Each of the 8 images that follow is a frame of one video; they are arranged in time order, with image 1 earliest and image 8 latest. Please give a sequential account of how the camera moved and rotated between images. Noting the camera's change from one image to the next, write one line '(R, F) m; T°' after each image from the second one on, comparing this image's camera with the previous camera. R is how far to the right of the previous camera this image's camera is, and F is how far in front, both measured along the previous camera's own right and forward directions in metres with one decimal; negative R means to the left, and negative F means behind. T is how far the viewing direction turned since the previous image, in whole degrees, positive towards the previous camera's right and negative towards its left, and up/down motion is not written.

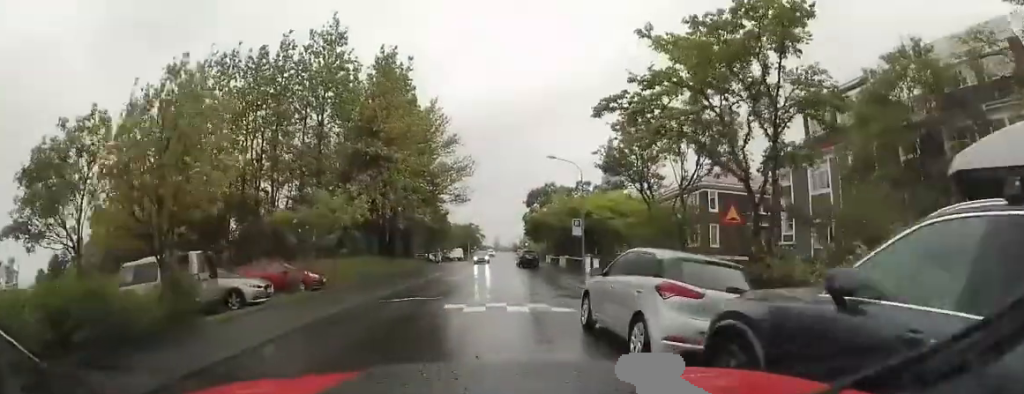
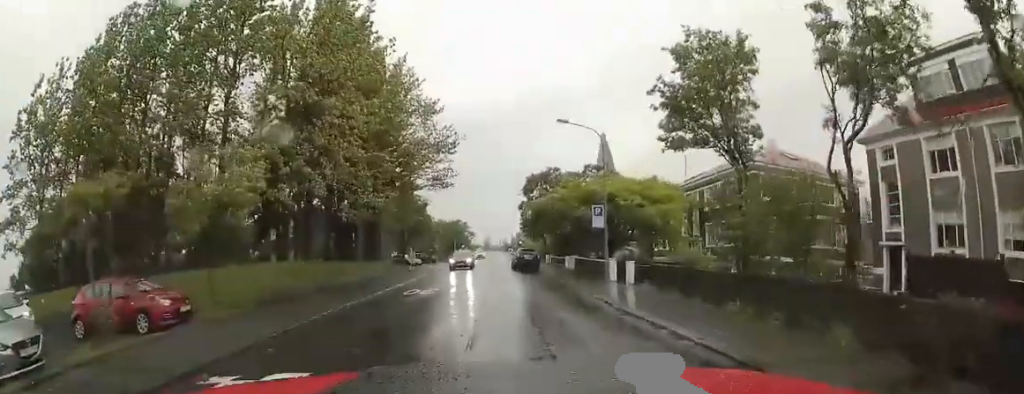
(+0.1, +8.9) m; +1°
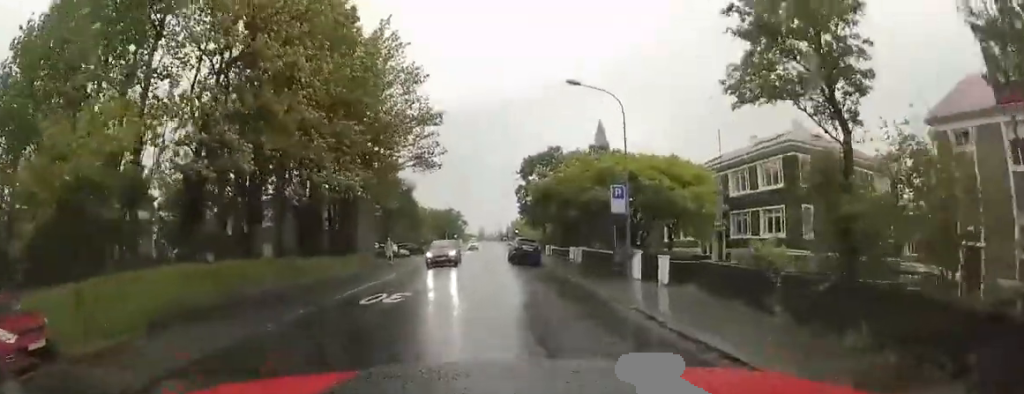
(0.0, +4.6) m; 0°
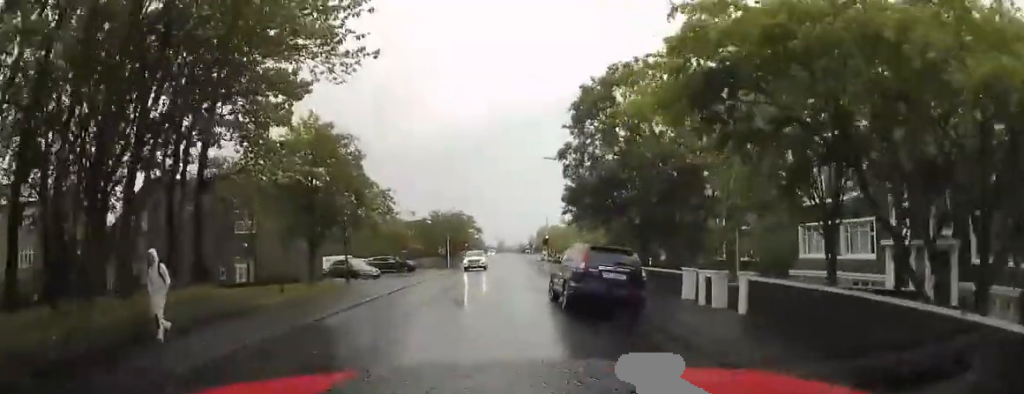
(-0.4, +17.2) m; -2°
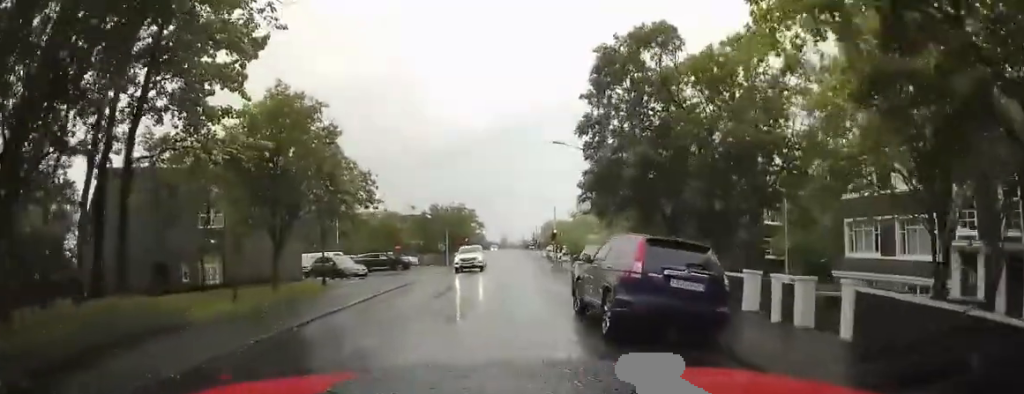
(0.0, +3.5) m; -1°
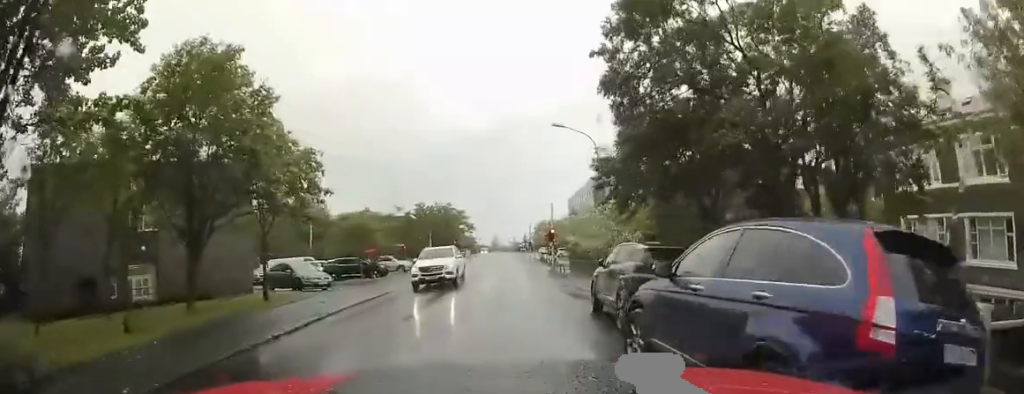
(0.0, +4.5) m; 0°
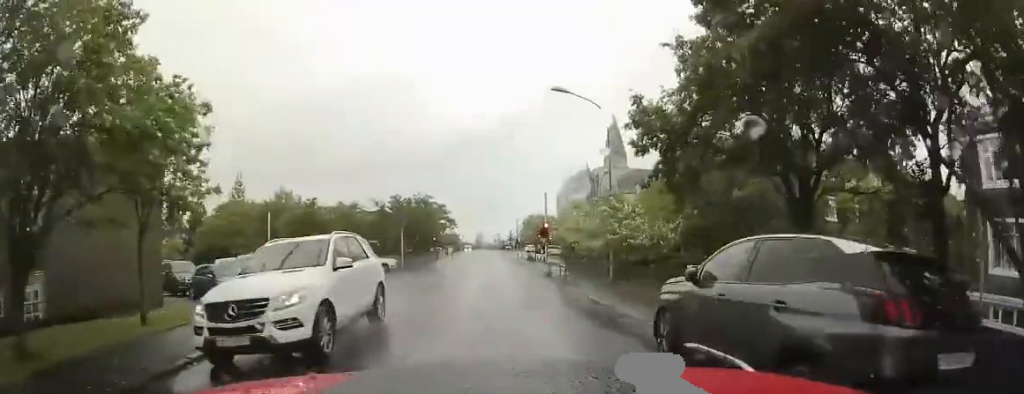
(-0.1, +5.4) m; +1°
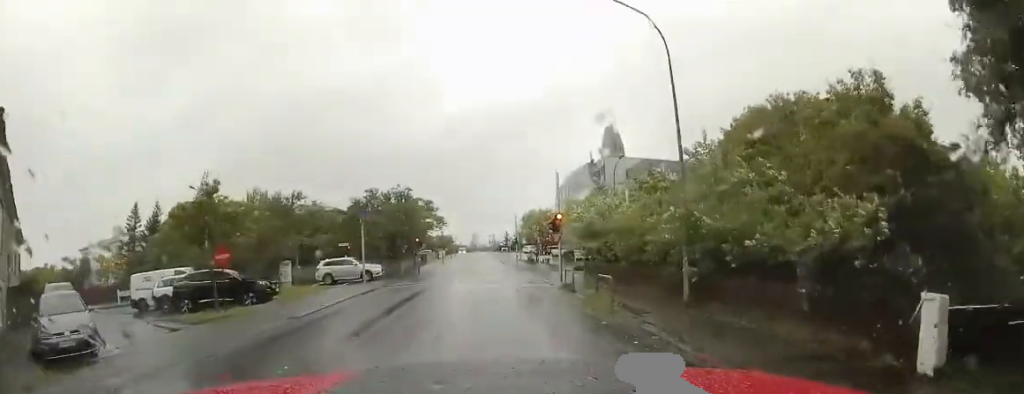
(+0.2, +7.8) m; +2°
